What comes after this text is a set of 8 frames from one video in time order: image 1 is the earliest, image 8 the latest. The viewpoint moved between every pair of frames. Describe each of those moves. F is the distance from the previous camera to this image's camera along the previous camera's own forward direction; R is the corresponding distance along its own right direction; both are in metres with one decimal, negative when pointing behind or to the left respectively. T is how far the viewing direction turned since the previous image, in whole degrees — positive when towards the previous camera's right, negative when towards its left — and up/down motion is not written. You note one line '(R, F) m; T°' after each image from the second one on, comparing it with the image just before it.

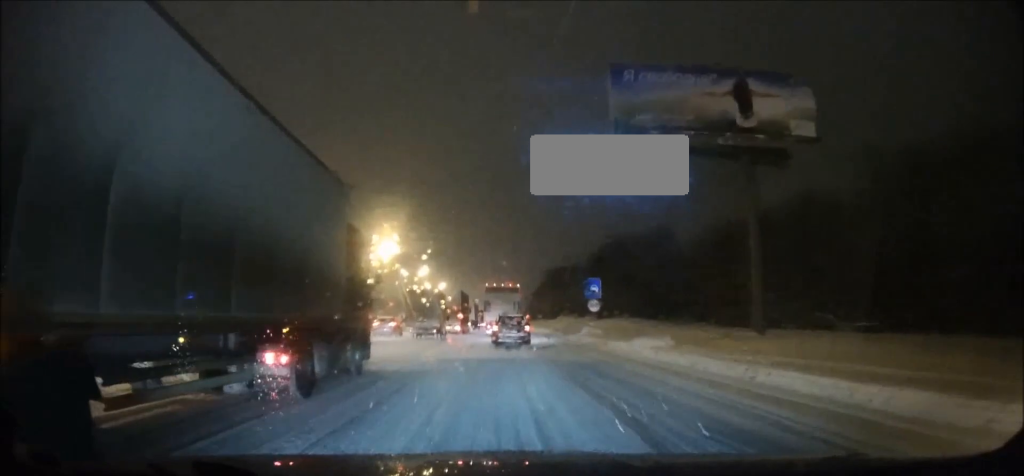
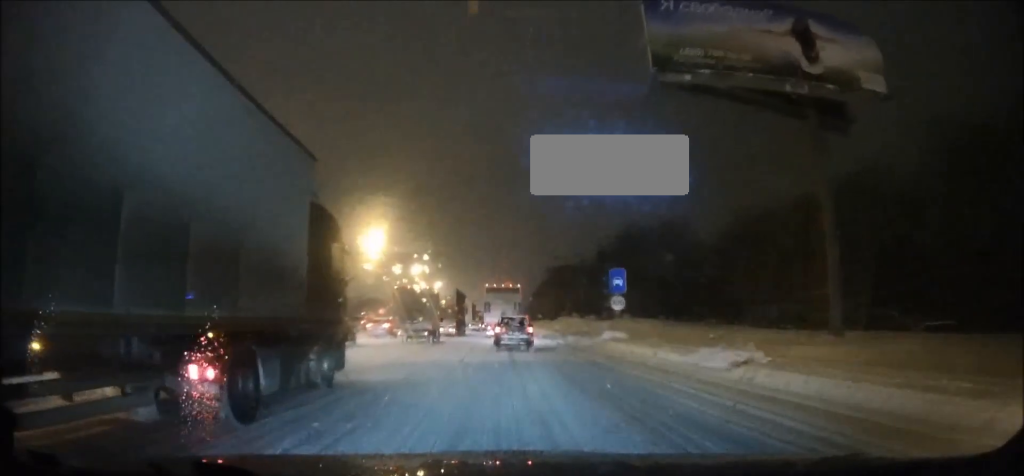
(0.0, +7.3) m; 0°
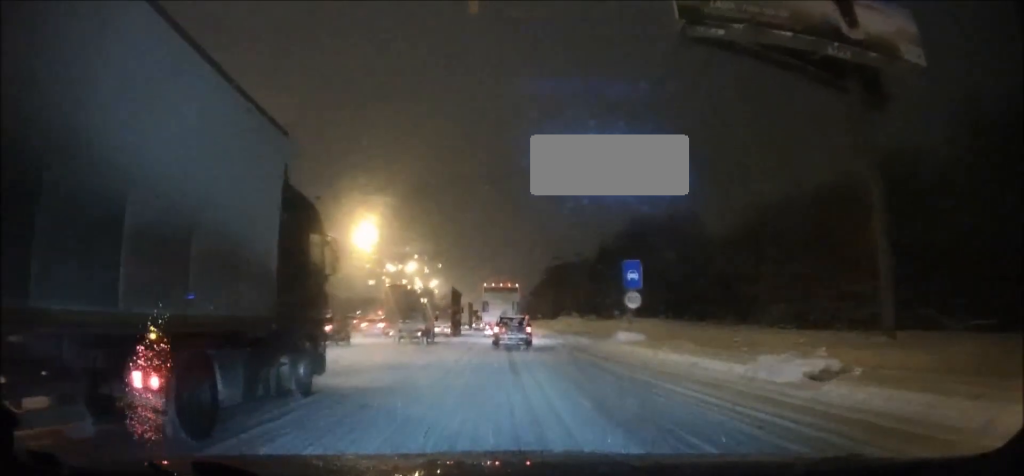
(0.0, +3.6) m; 0°
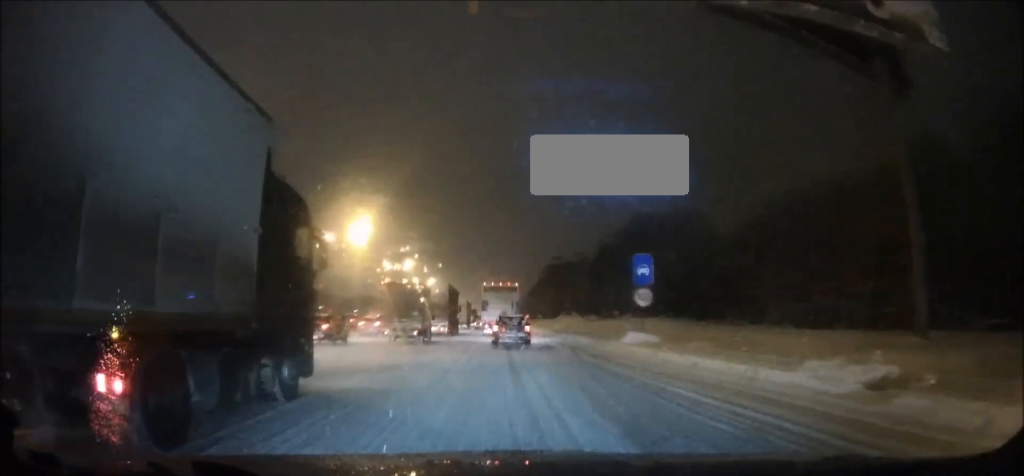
(0.0, +2.0) m; 0°
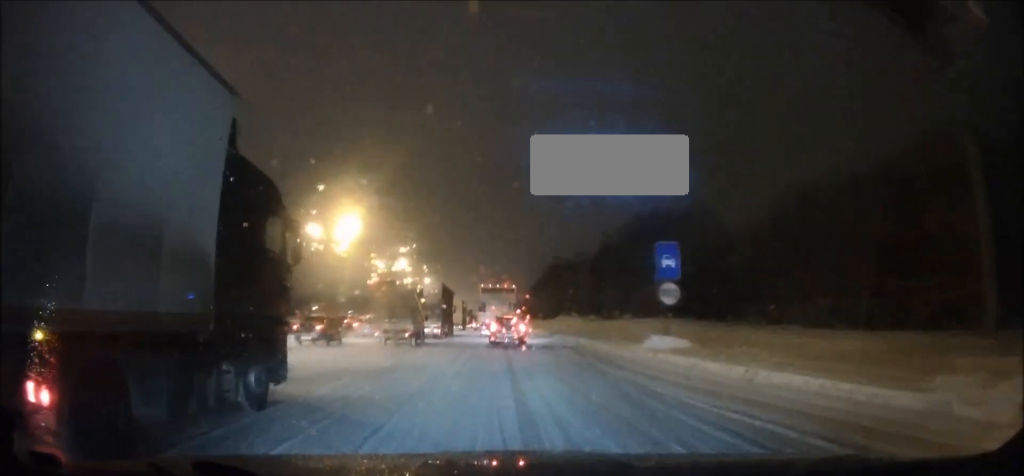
(+0.1, +3.8) m; +1°
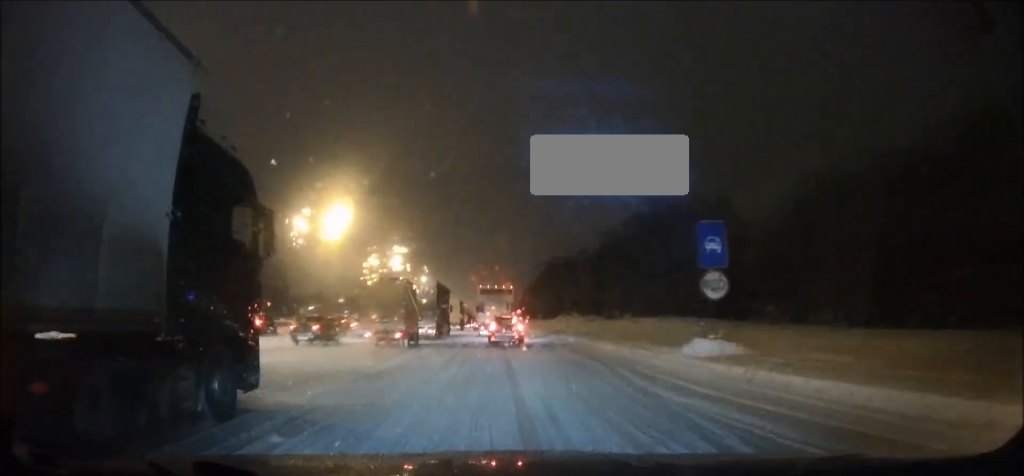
(0.0, +4.2) m; 0°
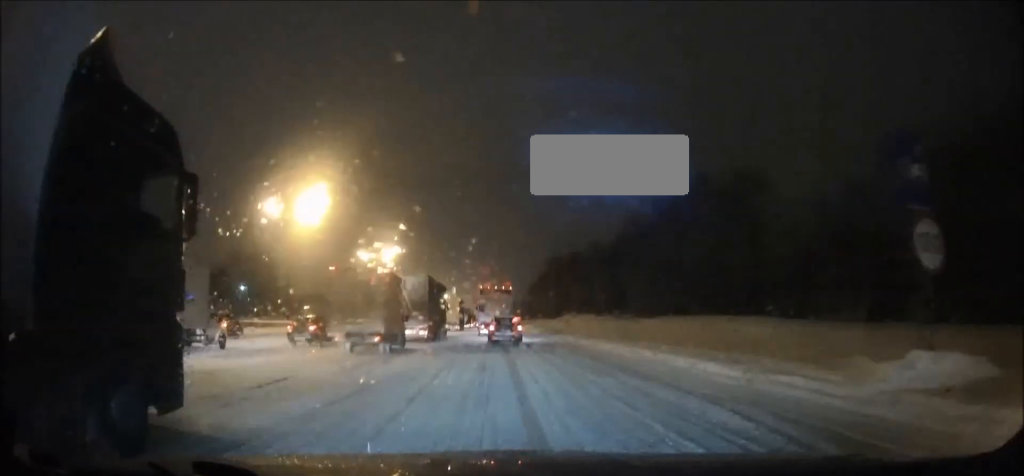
(0.0, +8.6) m; -1°
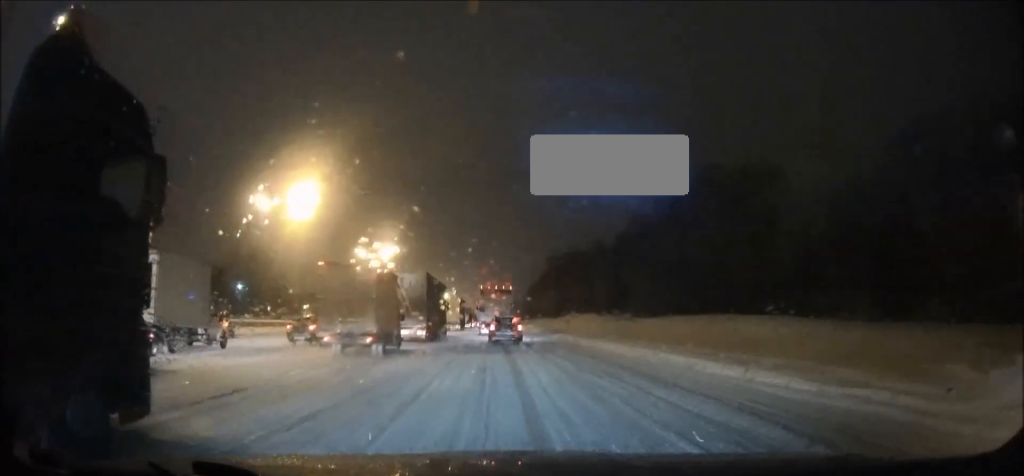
(0.0, +2.4) m; 0°
